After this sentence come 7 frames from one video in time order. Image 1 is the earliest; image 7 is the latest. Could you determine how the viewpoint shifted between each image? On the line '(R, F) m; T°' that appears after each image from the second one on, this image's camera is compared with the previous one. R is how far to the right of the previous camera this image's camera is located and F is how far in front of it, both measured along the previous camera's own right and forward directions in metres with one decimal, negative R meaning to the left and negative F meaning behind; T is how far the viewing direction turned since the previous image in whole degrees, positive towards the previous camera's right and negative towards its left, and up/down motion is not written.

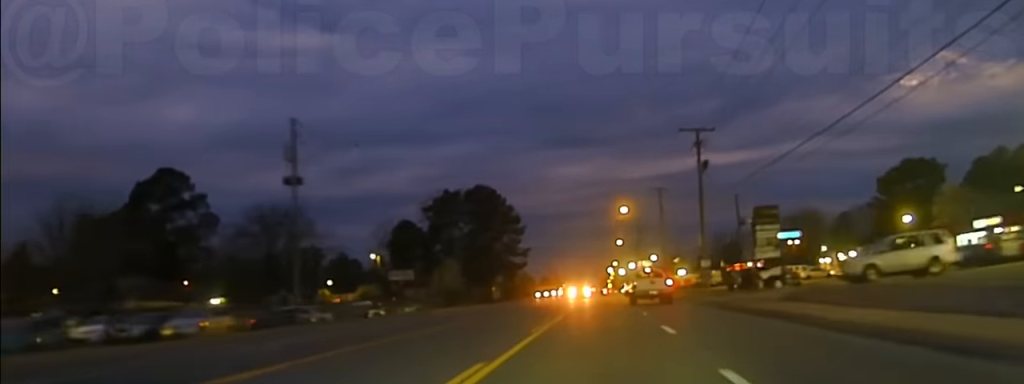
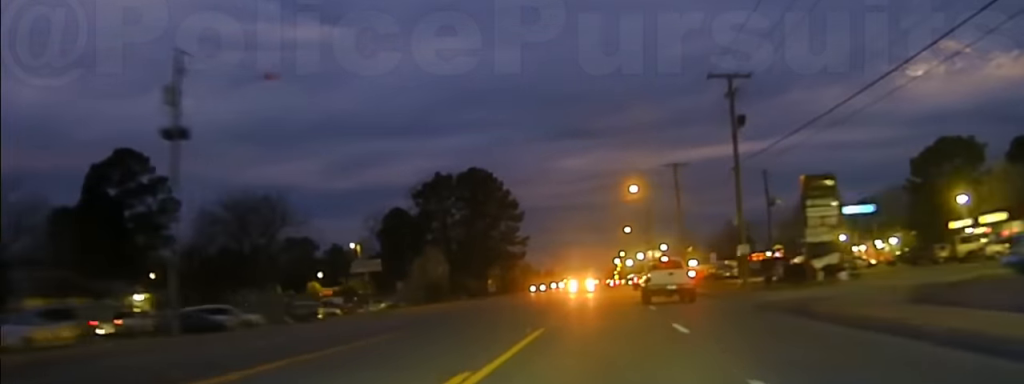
(+0.1, +14.0) m; 0°
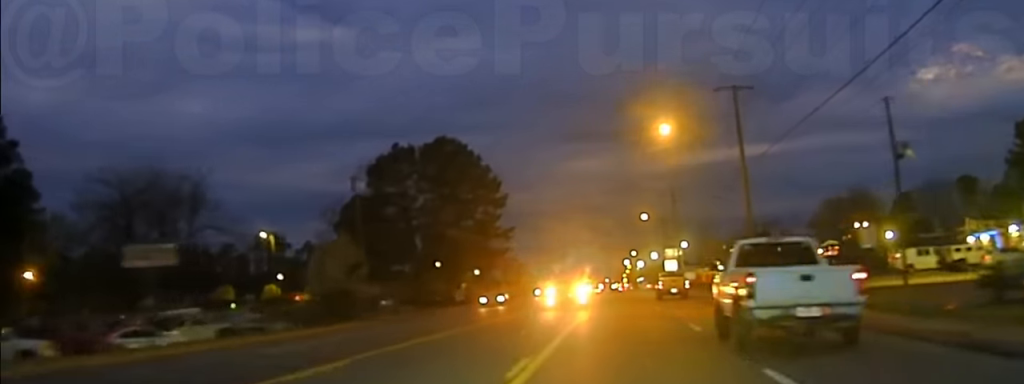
(+0.3, +34.3) m; 0°
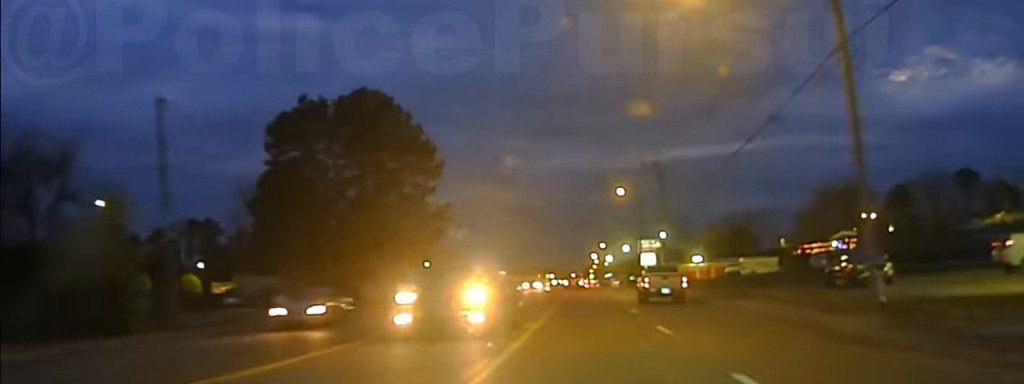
(-0.1, +26.1) m; 0°
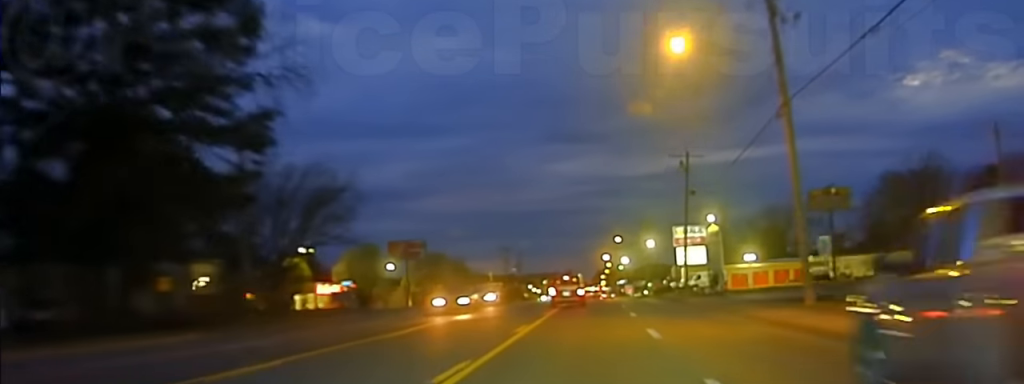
(+0.6, +47.5) m; +1°
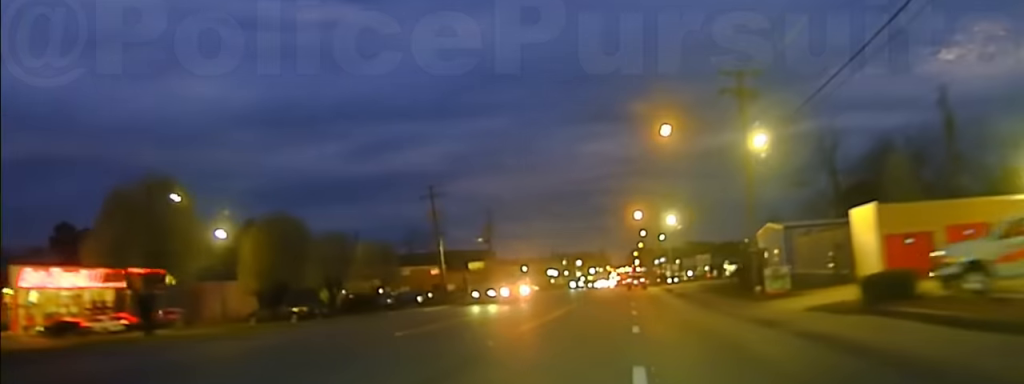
(-0.3, +80.2) m; -2°
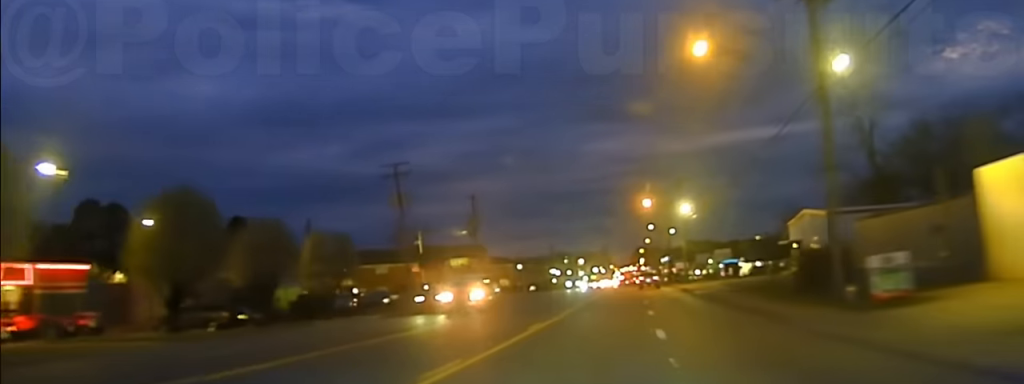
(-0.1, +15.0) m; -1°
